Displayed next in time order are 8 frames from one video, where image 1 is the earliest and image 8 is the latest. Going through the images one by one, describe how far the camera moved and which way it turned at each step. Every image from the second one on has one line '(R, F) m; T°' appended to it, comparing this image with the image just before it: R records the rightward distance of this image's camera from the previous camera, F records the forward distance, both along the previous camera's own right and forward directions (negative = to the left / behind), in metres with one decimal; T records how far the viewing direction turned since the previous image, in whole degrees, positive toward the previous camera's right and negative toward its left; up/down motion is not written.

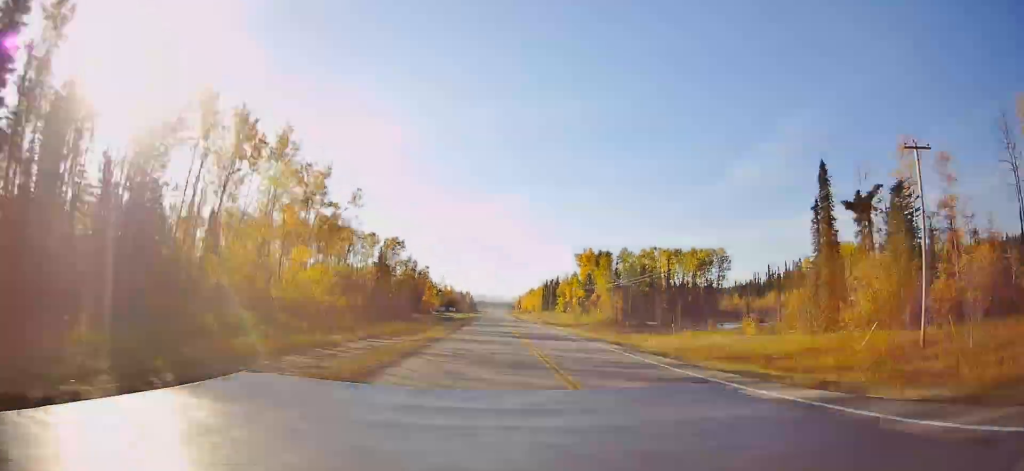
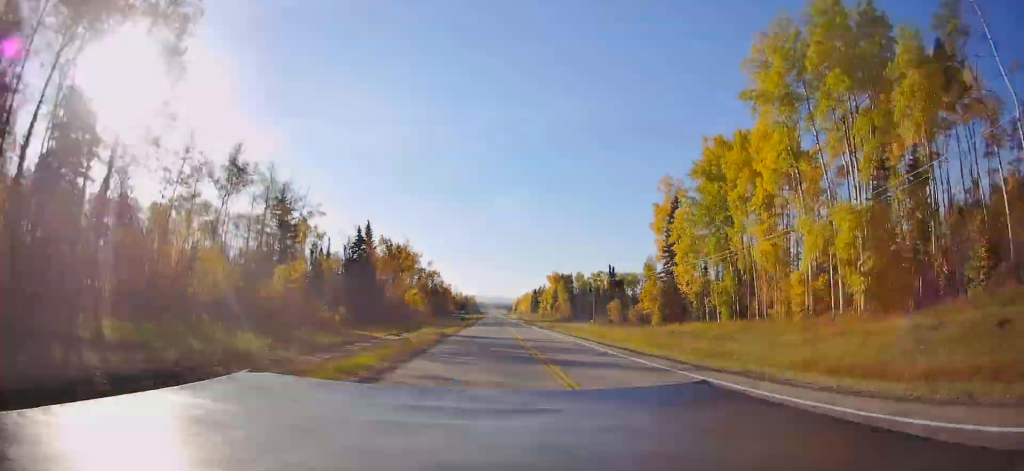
(0.0, +87.4) m; 0°
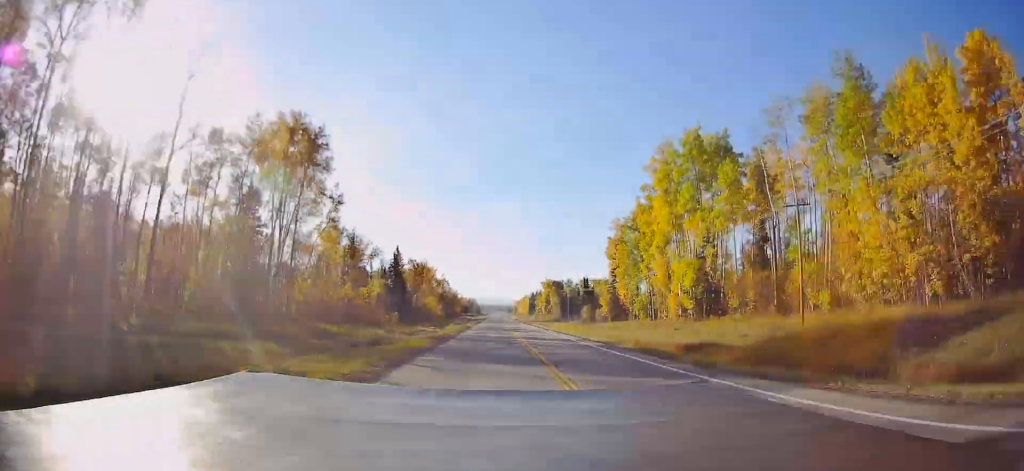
(0.0, +38.8) m; 0°
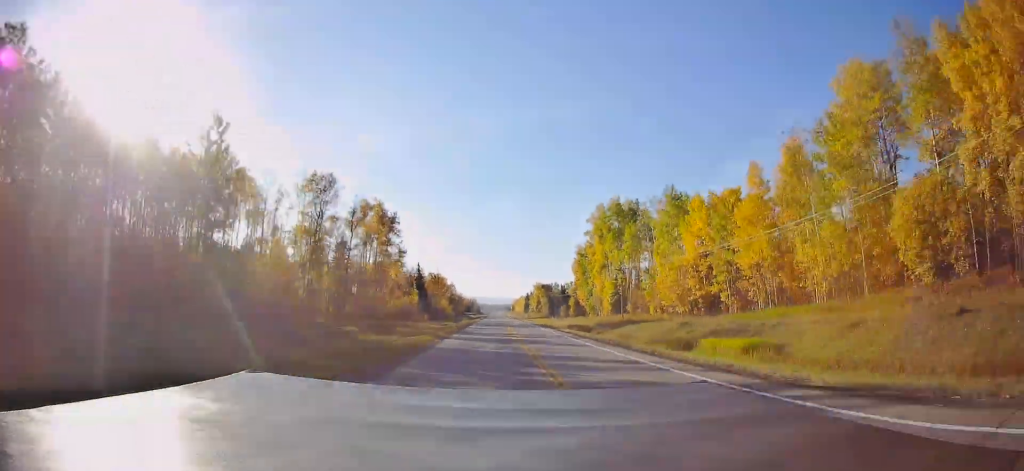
(+0.3, +51.8) m; -1°
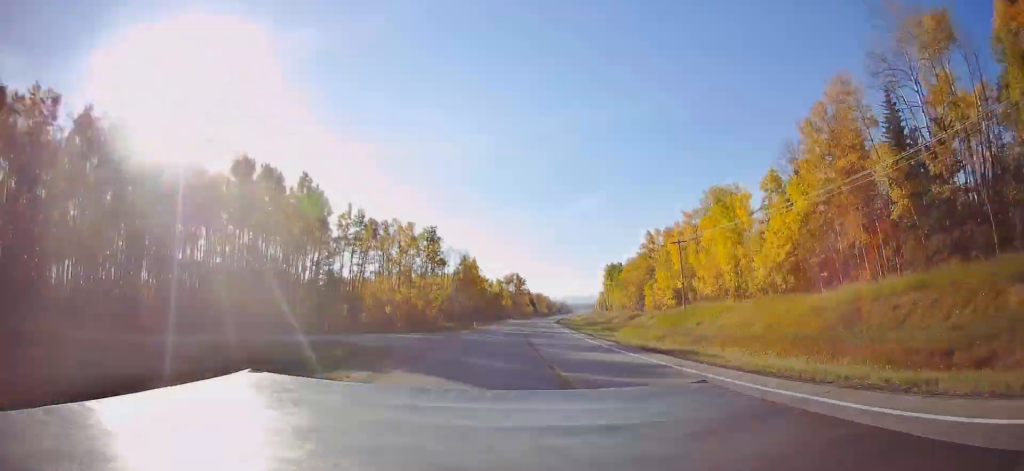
(-14.5, +189.0) m; -10°
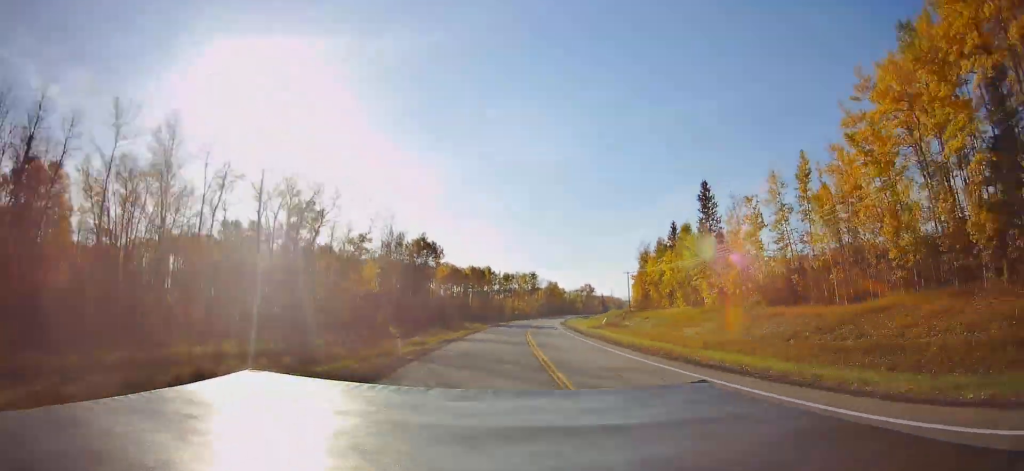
(-11.9, +139.7) m; -10°
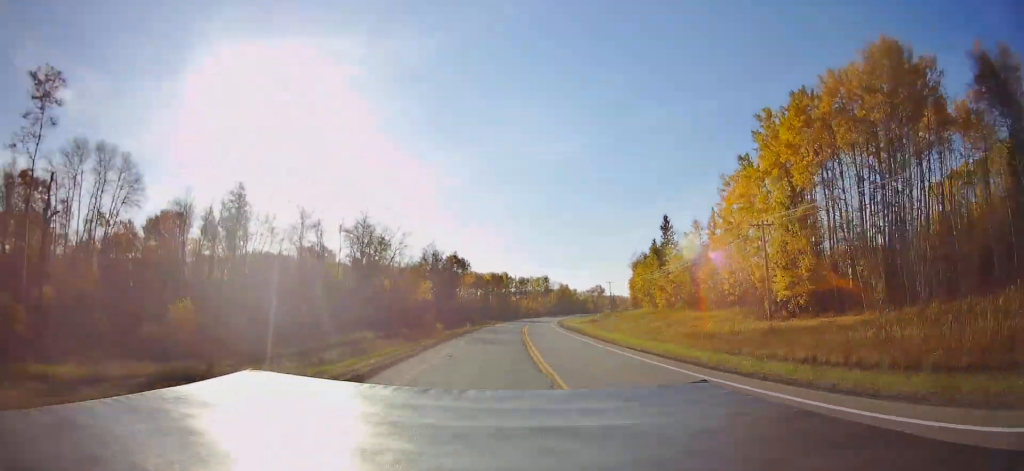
(-0.9, +33.8) m; -2°
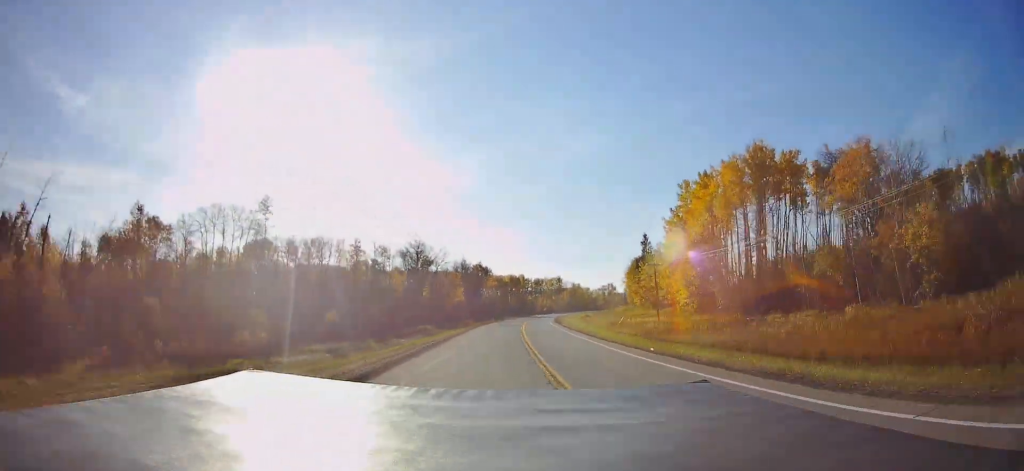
(-0.1, +36.5) m; -2°
